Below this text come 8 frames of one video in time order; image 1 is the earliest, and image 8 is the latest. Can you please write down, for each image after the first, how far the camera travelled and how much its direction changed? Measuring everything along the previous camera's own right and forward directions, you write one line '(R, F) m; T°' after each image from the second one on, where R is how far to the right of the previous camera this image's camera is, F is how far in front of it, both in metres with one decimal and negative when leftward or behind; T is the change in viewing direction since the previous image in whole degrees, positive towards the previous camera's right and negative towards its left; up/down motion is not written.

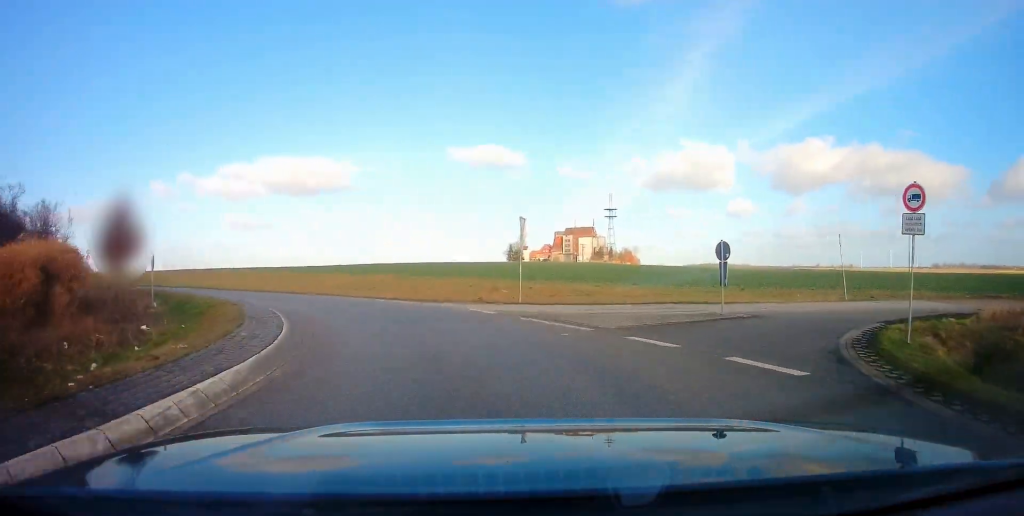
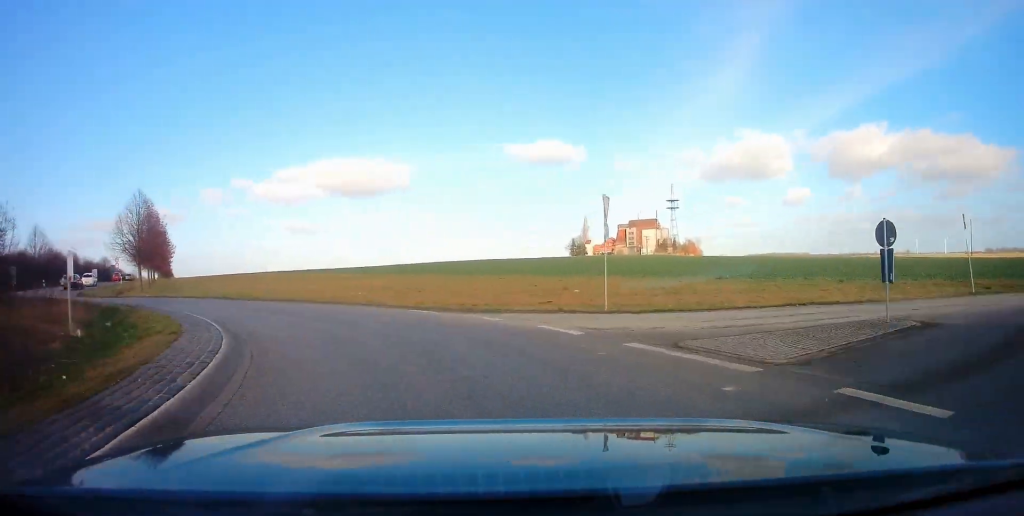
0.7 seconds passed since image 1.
(+0.1, +5.5) m; -6°
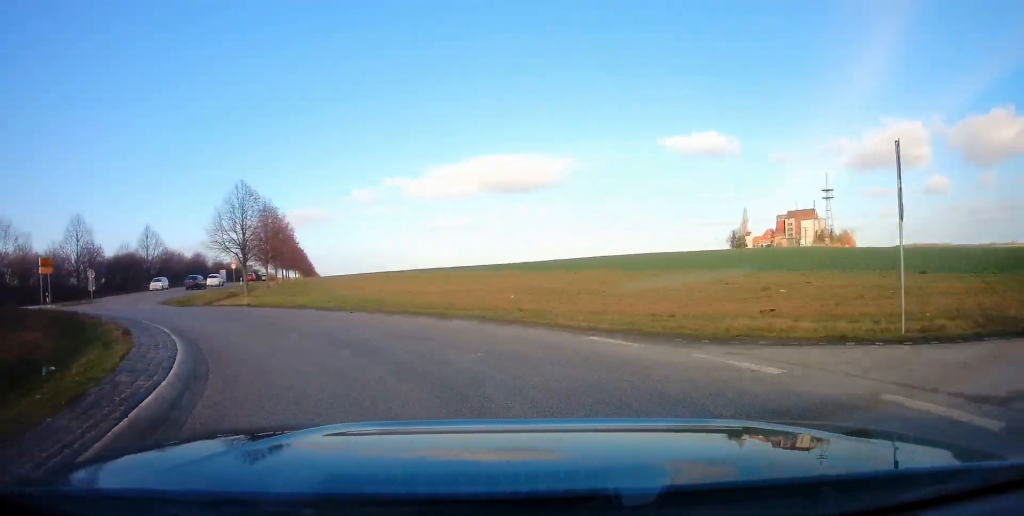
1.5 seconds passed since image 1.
(-0.8, +6.9) m; -15°
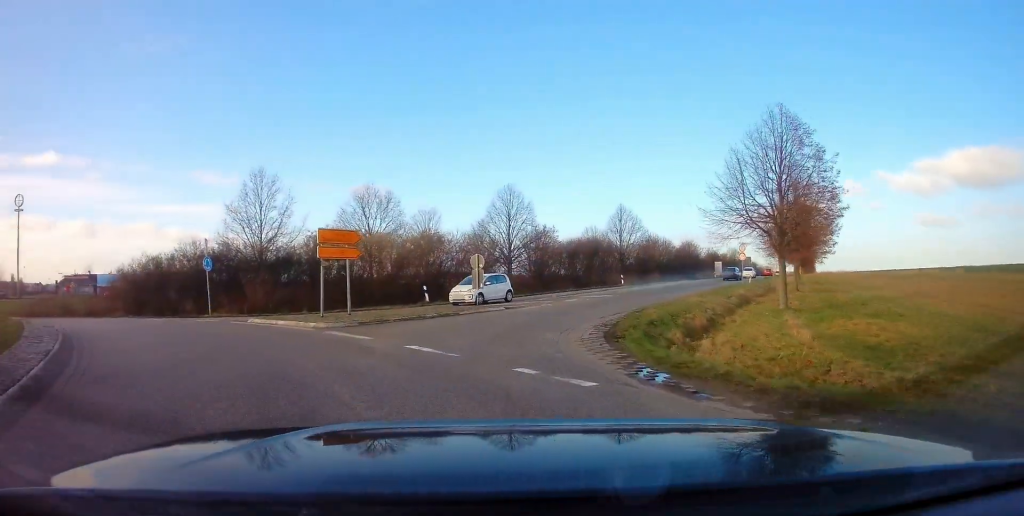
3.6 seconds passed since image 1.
(-6.9, +16.6) m; -39°
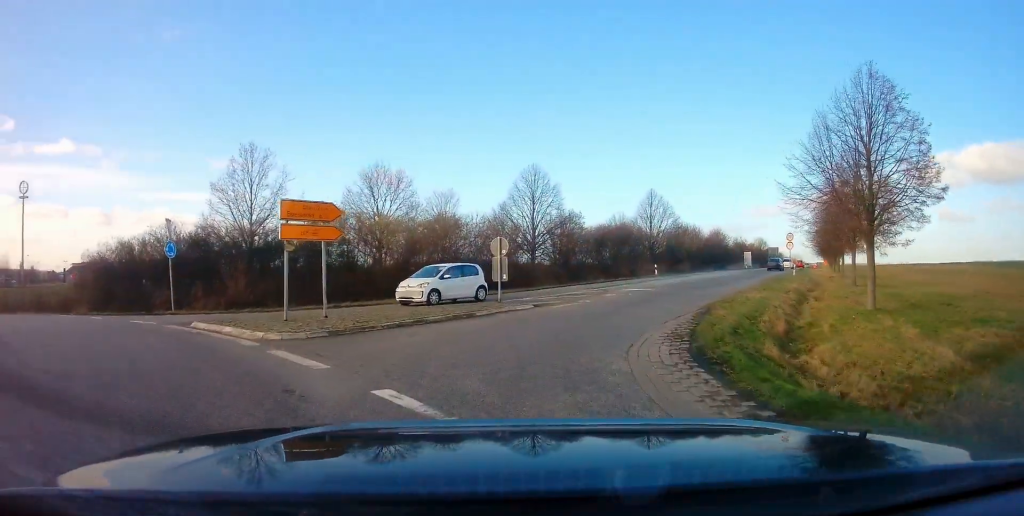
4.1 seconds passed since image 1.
(-0.3, +4.5) m; -1°
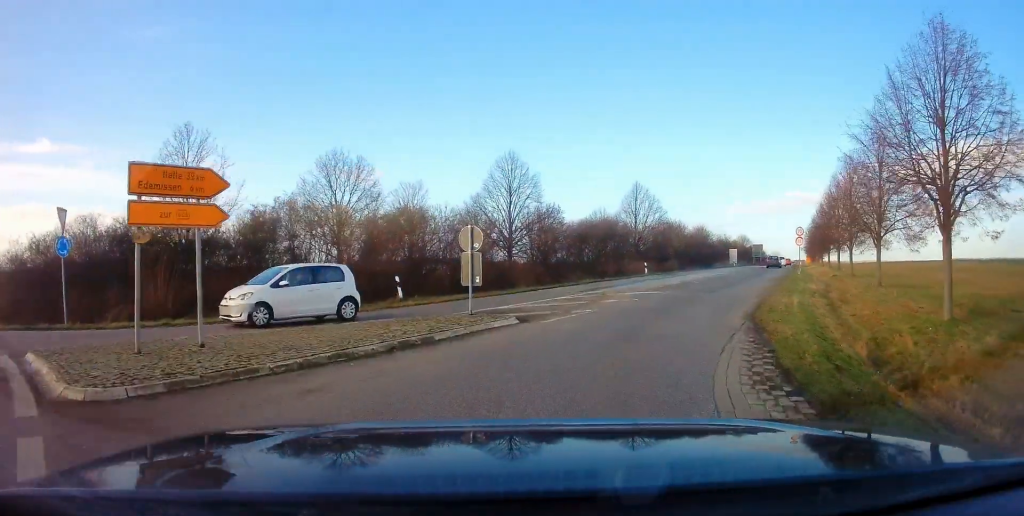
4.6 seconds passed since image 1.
(-0.4, +4.6) m; +3°
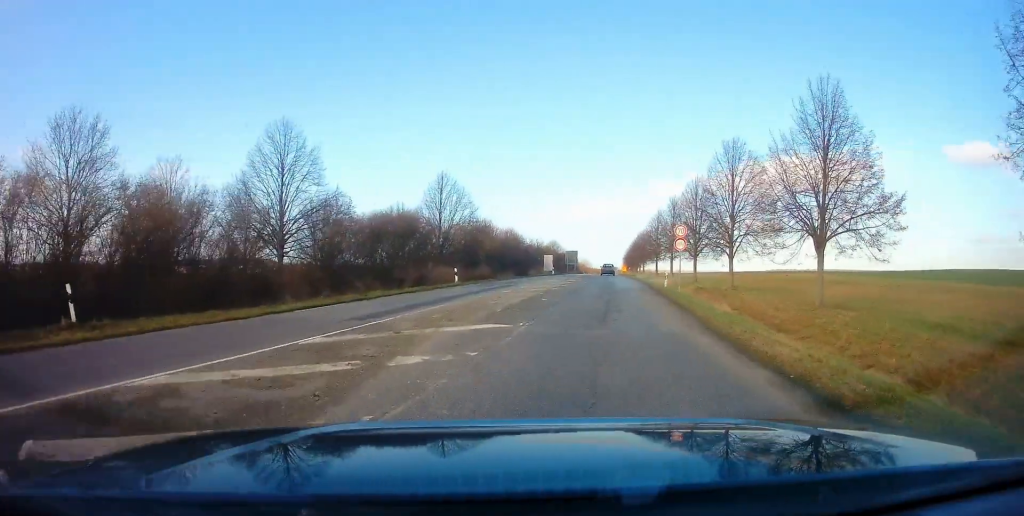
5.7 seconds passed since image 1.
(+1.2, +10.3) m; +15°
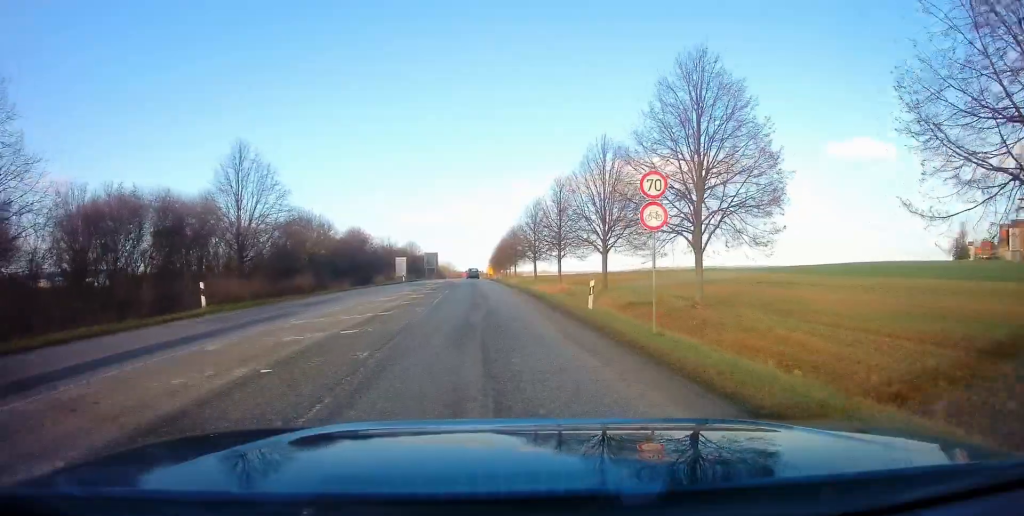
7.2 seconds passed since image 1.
(+2.6, +15.5) m; +11°
